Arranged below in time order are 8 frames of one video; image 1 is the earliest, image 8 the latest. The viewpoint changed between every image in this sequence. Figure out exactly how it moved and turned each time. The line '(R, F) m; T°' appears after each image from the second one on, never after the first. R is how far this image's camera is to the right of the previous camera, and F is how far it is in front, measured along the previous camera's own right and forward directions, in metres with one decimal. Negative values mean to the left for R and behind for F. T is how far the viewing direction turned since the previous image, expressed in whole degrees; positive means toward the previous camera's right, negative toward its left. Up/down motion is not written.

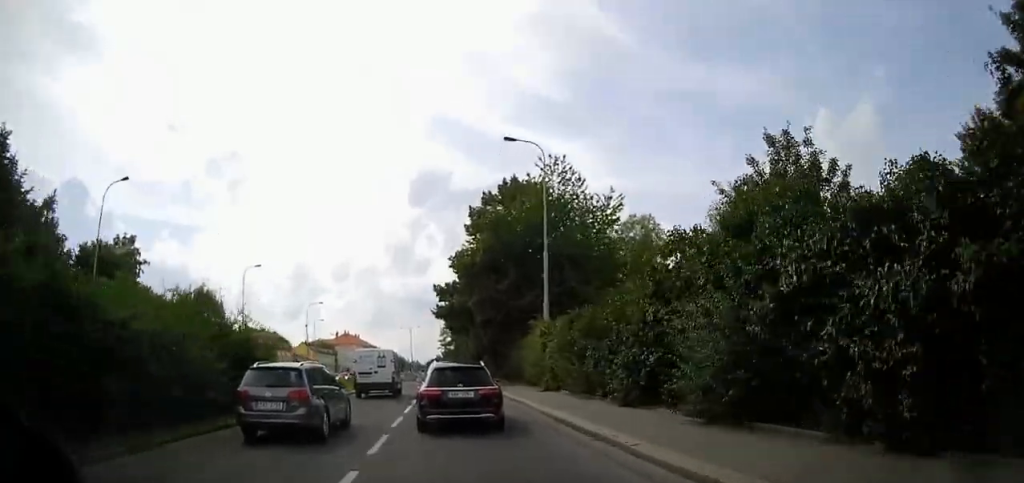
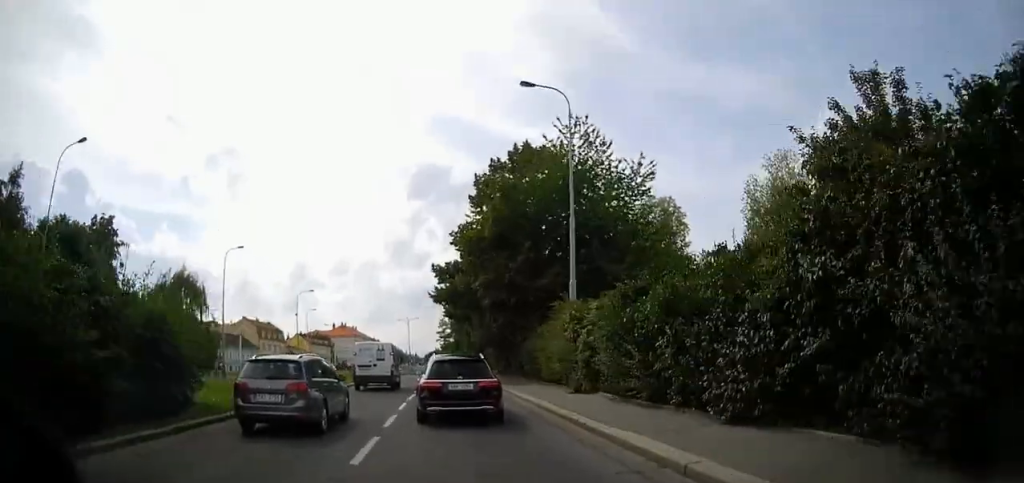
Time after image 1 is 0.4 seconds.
(0.0, +5.7) m; 0°
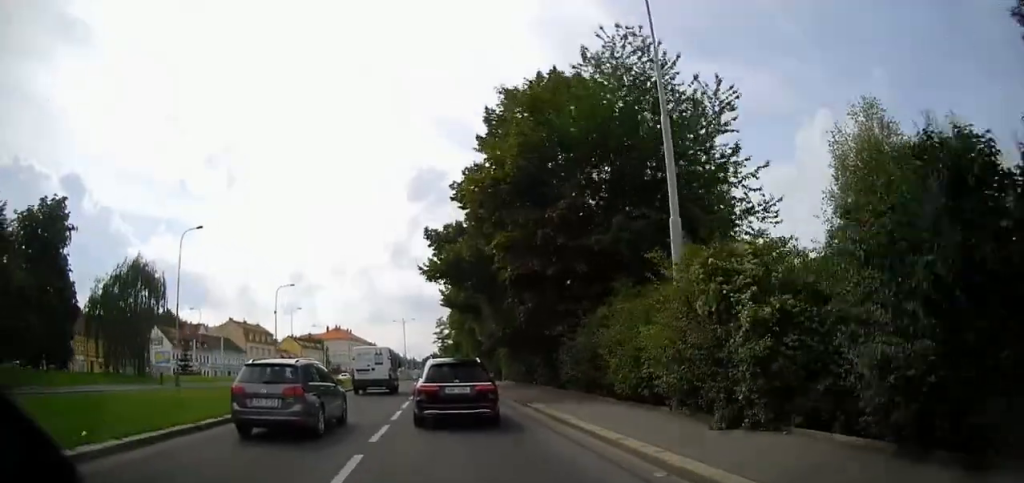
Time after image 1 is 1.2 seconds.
(0.0, +10.2) m; 0°
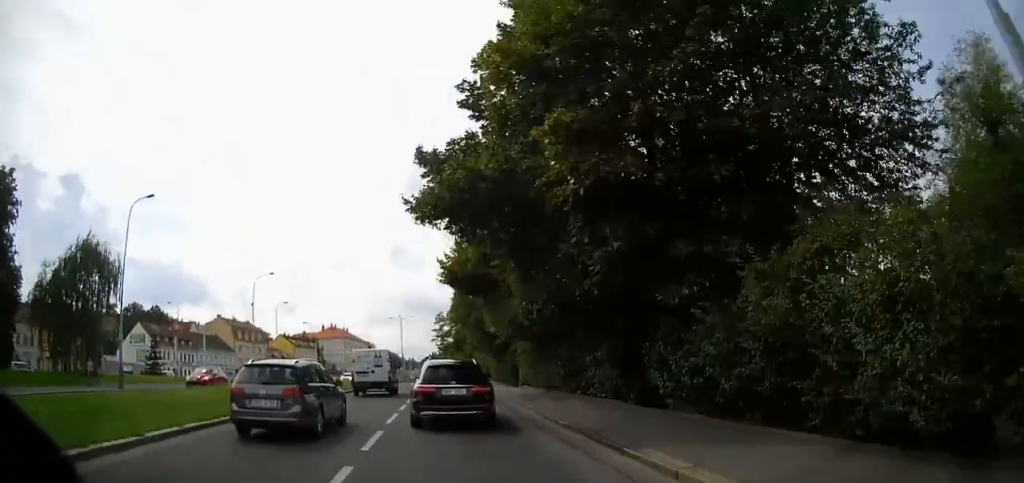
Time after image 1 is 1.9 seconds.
(-0.1, +9.5) m; 0°
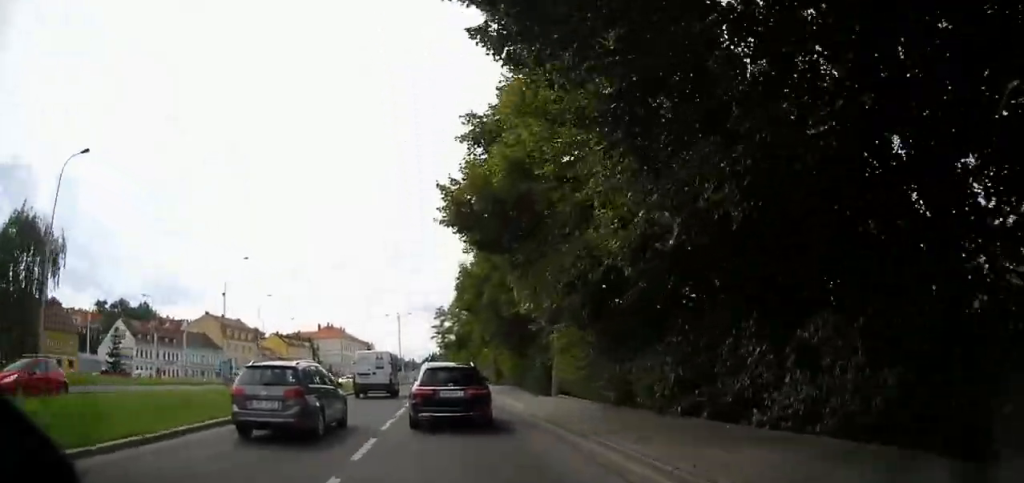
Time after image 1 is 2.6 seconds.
(0.0, +9.5) m; 0°
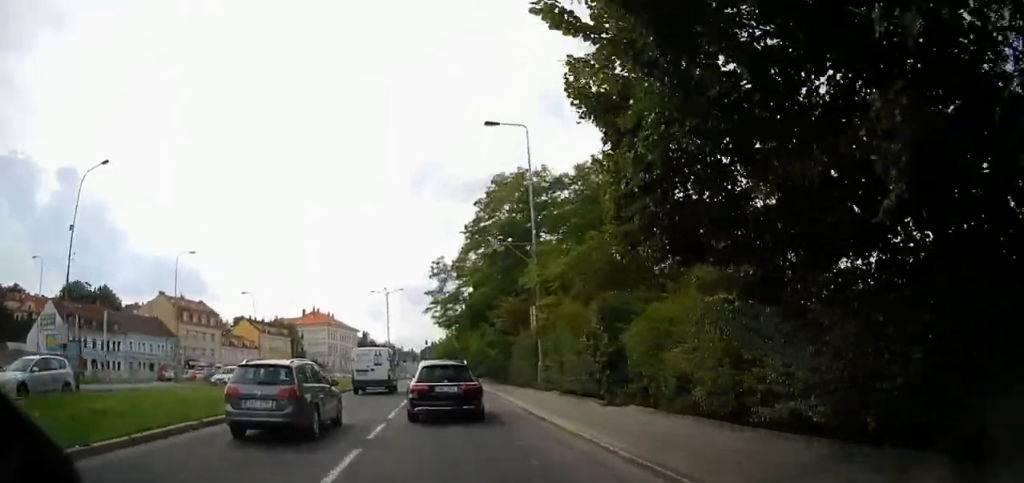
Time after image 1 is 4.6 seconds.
(+0.2, +27.8) m; 0°
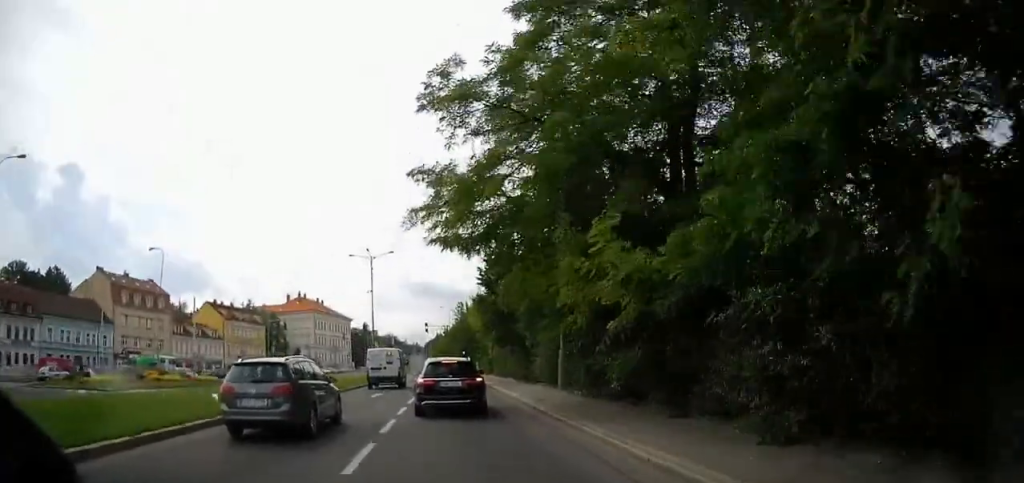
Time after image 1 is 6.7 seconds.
(-0.1, +27.5) m; -1°
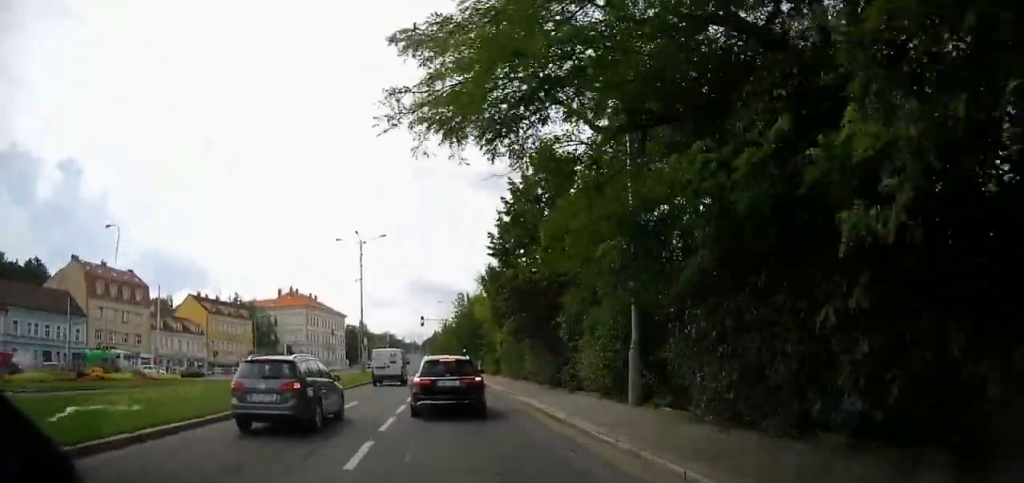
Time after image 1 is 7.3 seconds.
(0.0, +7.6) m; 0°
